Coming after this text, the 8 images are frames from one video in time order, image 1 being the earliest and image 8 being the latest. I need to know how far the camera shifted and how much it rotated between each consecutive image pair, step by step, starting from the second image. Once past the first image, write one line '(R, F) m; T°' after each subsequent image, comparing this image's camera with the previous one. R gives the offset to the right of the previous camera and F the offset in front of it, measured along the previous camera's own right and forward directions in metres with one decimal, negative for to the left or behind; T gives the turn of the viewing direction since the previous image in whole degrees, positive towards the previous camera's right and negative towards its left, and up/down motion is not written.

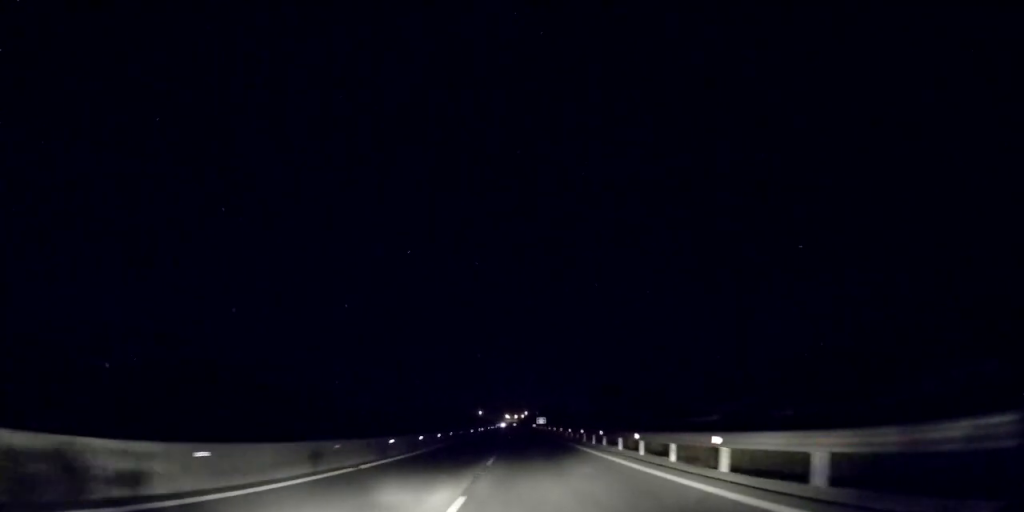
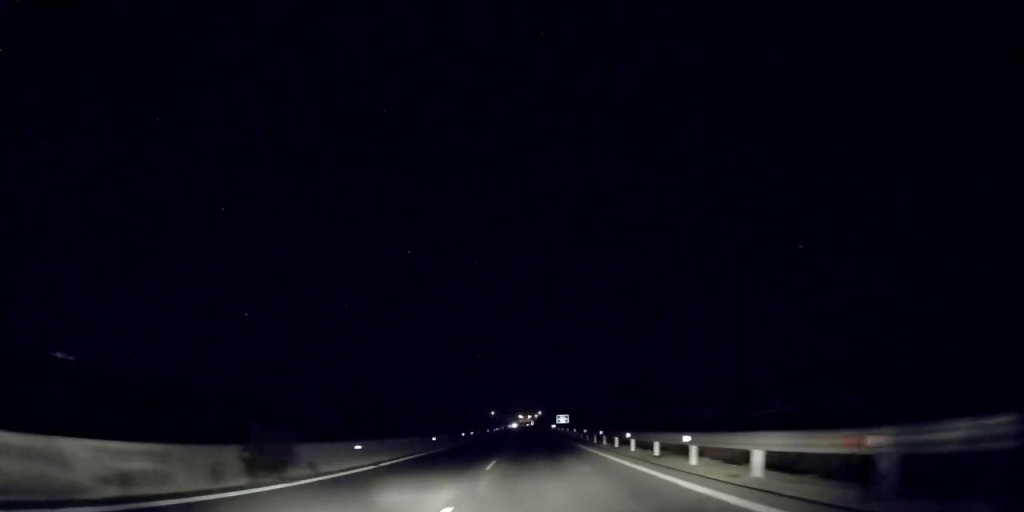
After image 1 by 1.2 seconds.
(-0.4, +37.9) m; 0°
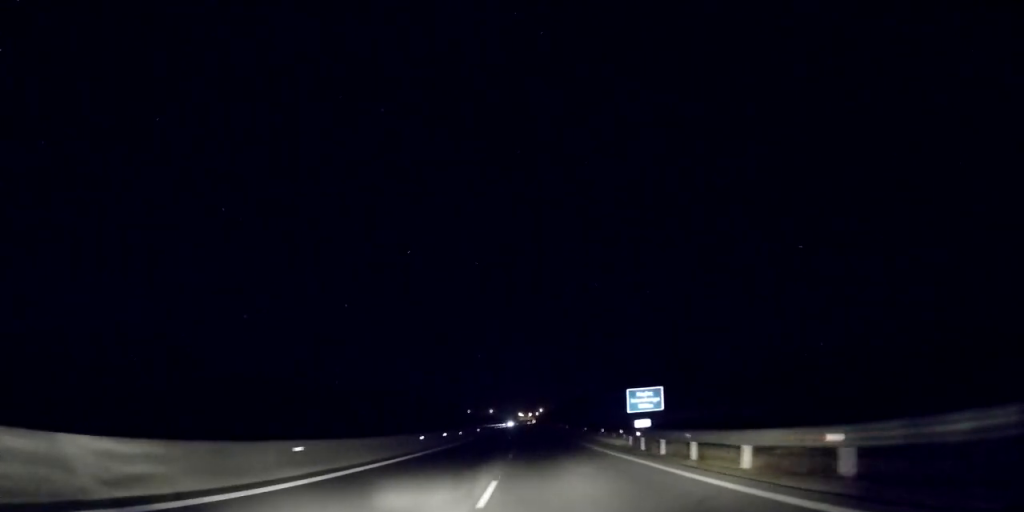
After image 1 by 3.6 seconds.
(+0.7, +70.1) m; +1°
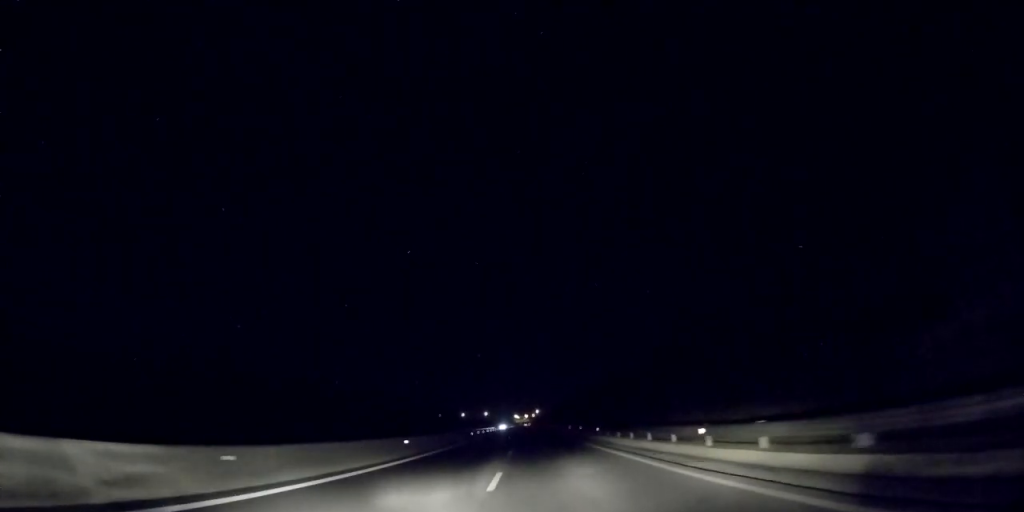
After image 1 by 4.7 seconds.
(0.0, +35.5) m; 0°
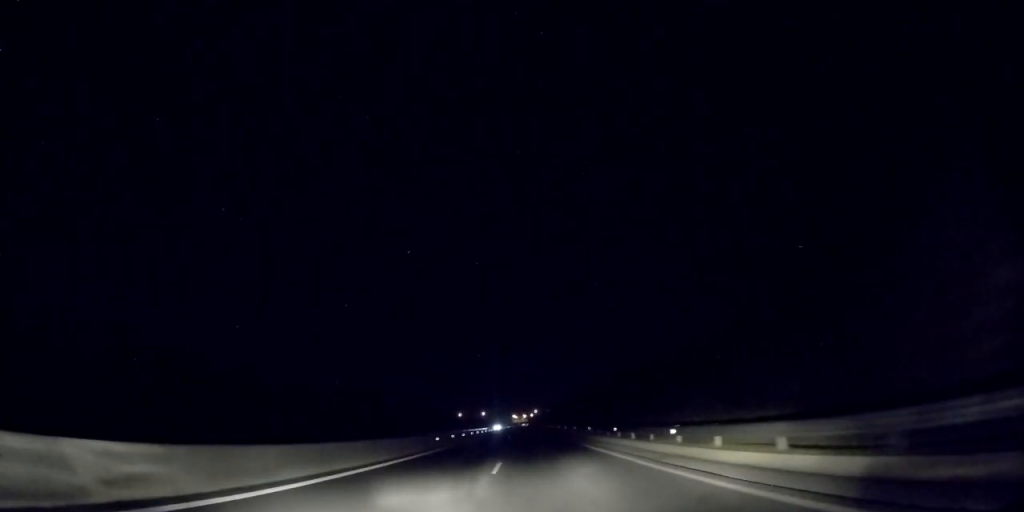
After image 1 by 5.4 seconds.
(+0.1, +21.3) m; 0°
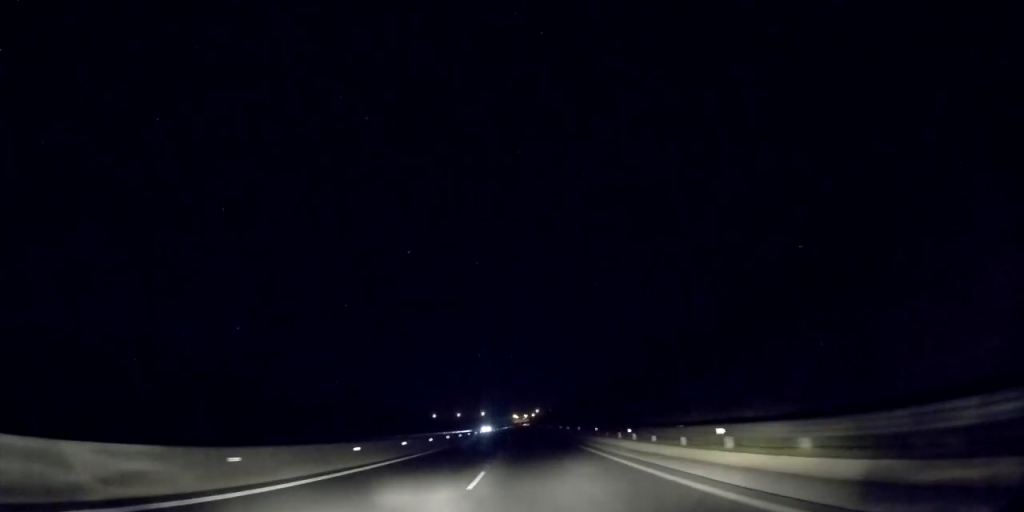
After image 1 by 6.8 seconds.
(-0.4, +41.6) m; -1°
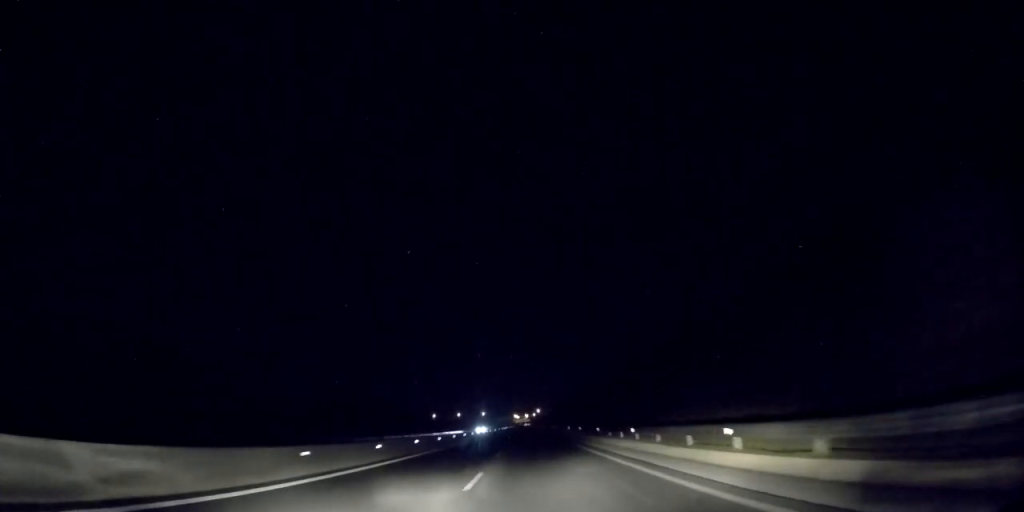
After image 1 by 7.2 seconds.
(-0.1, +12.7) m; 0°
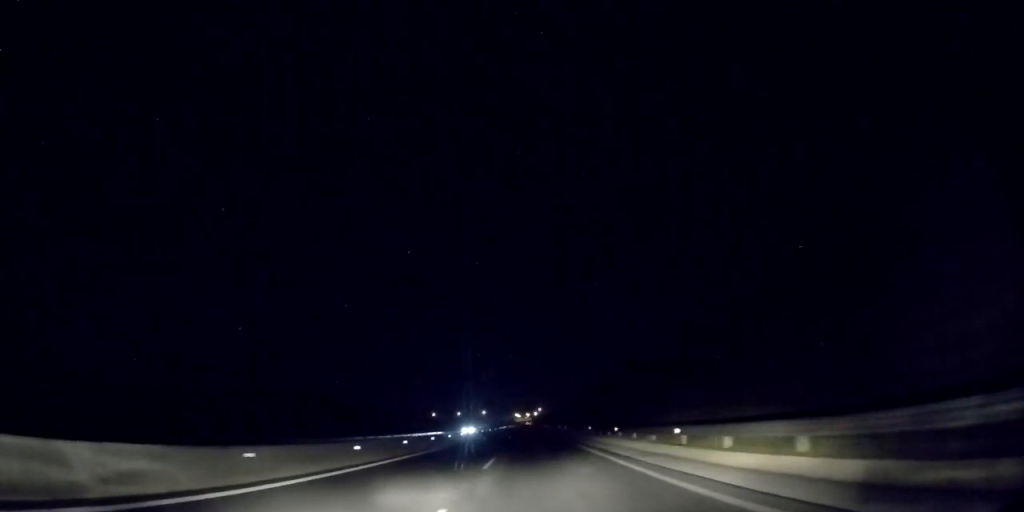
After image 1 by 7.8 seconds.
(-0.1, +19.3) m; +1°
